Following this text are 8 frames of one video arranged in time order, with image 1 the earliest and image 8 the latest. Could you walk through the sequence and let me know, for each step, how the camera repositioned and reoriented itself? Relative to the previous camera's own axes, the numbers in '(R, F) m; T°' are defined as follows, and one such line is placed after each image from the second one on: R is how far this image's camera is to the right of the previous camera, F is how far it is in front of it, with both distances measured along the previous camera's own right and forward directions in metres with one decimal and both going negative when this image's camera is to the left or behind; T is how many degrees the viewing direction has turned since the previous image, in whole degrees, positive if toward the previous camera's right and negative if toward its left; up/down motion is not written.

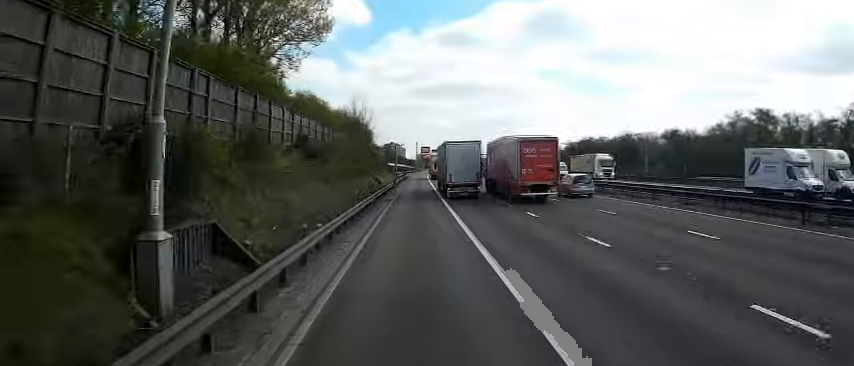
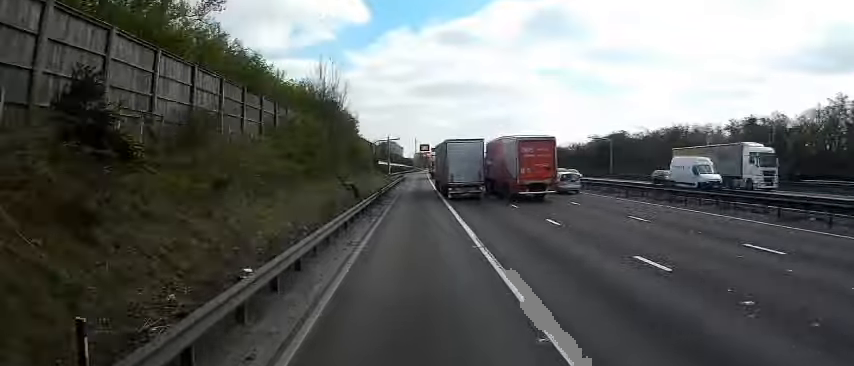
(0.0, +20.4) m; 0°
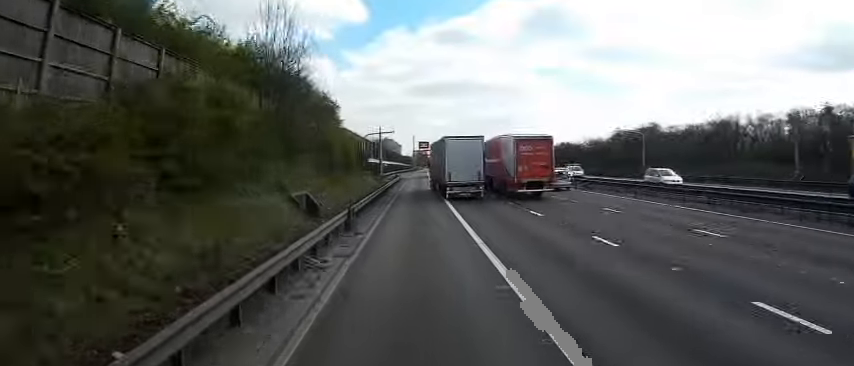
(0.0, +14.0) m; 0°
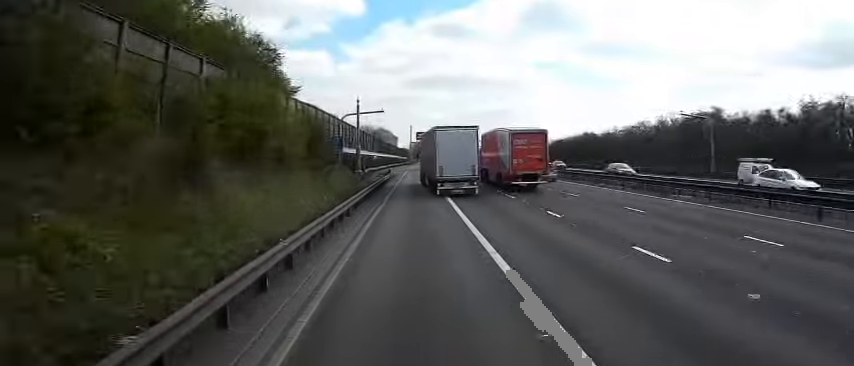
(0.0, +20.0) m; +1°
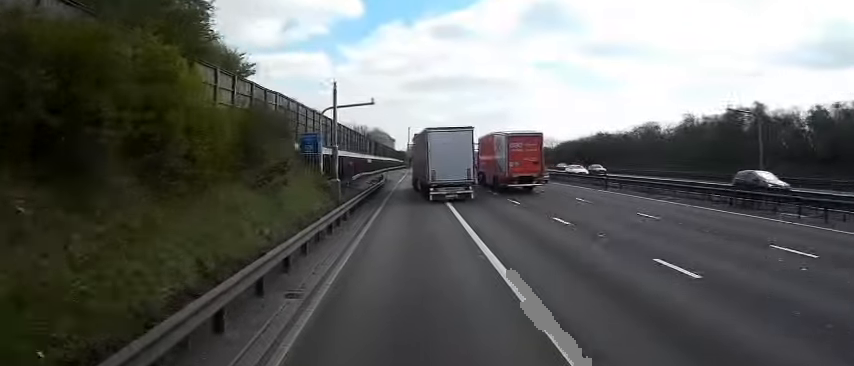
(-0.1, +9.9) m; +1°
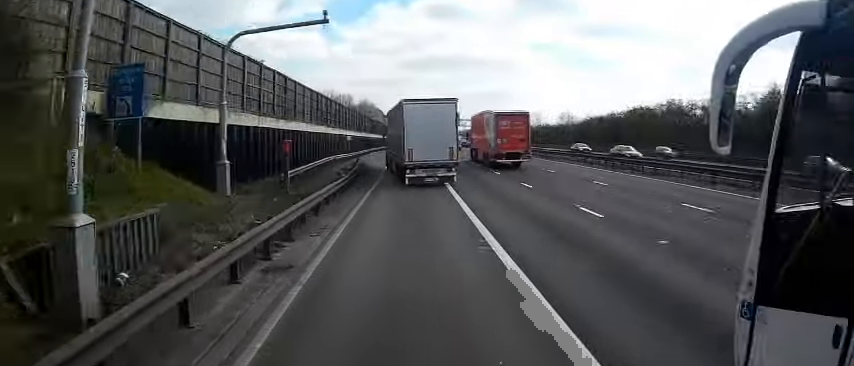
(+0.5, +20.6) m; +1°
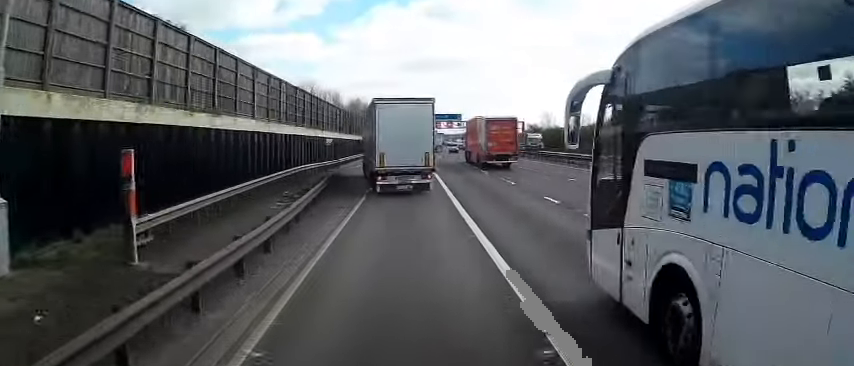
(0.0, +12.9) m; 0°
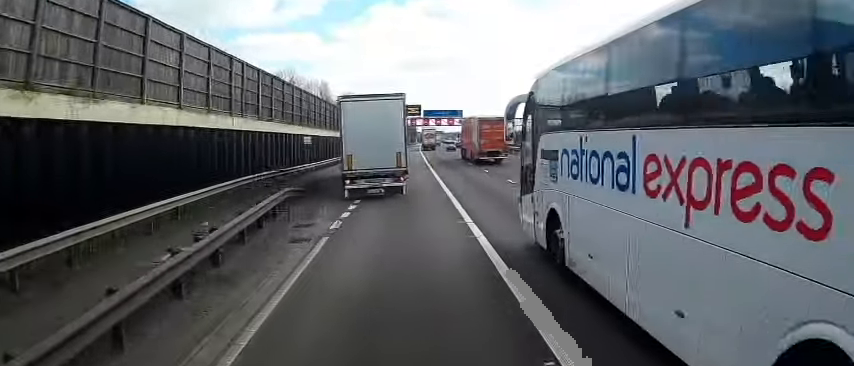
(0.0, +9.9) m; 0°
